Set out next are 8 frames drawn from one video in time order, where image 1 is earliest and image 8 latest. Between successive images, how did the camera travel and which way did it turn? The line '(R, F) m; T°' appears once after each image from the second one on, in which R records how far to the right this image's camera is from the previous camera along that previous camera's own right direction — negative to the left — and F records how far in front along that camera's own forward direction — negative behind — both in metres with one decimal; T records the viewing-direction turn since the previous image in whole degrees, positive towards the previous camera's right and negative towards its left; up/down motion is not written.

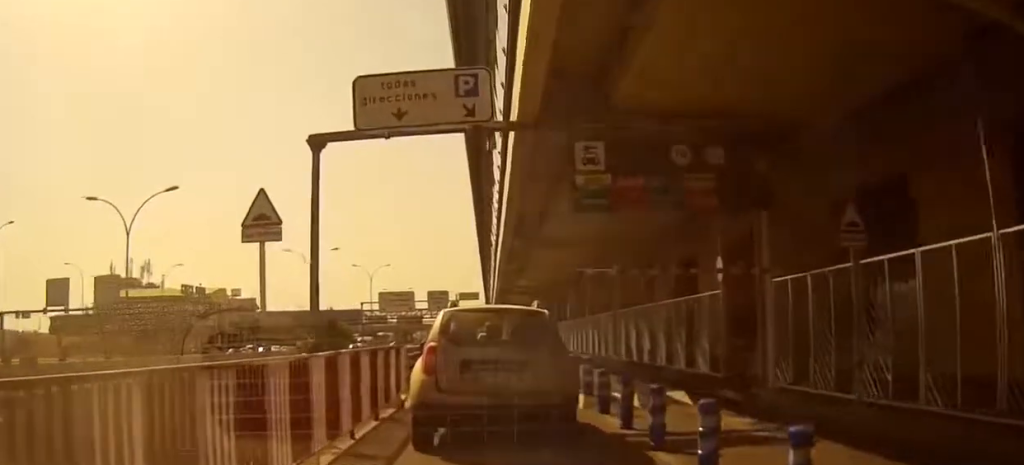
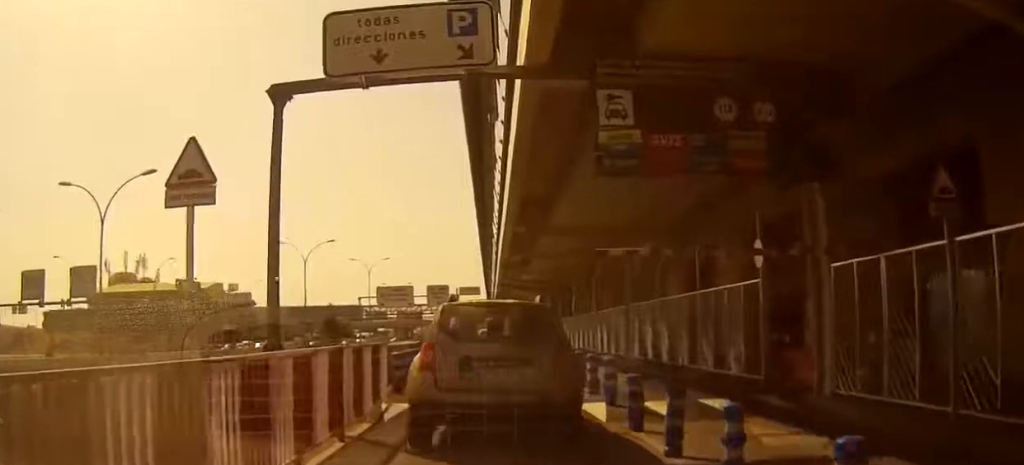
(-0.1, +2.6) m; -1°
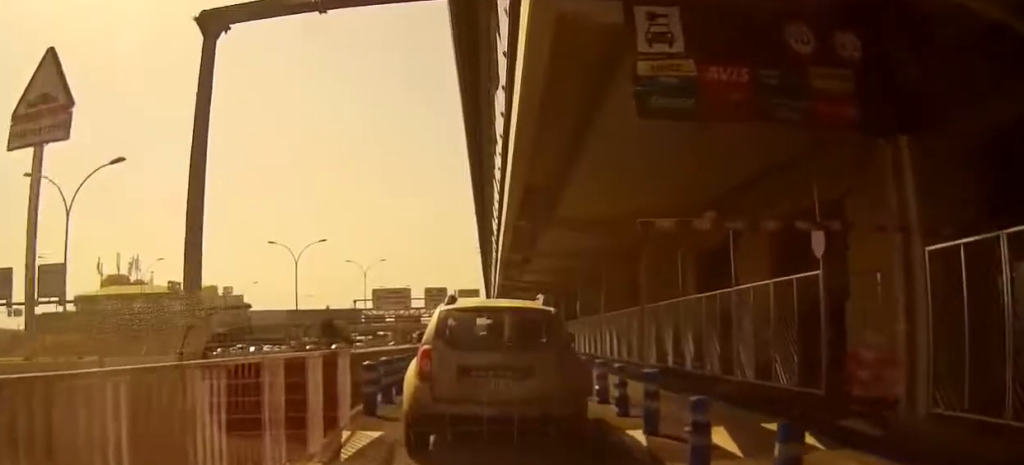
(-0.1, +3.2) m; -1°
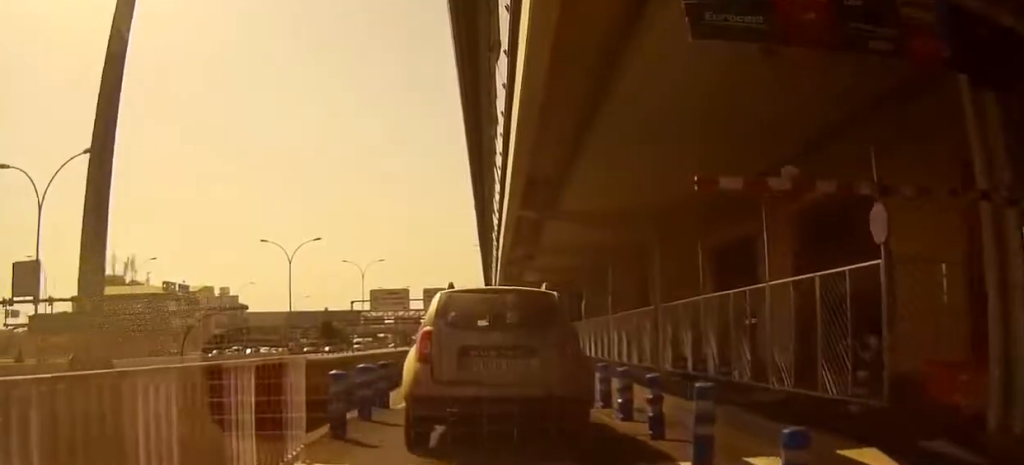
(0.0, +2.3) m; -1°
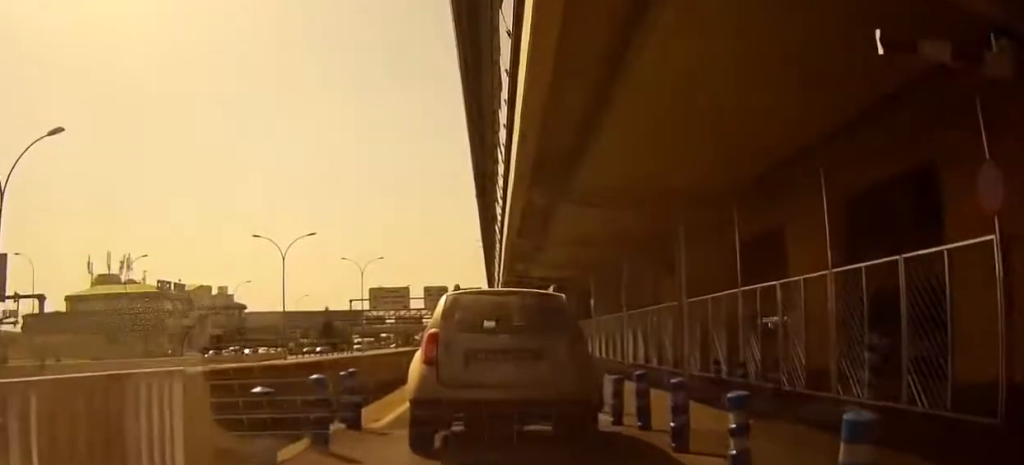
(0.0, +3.2) m; -1°
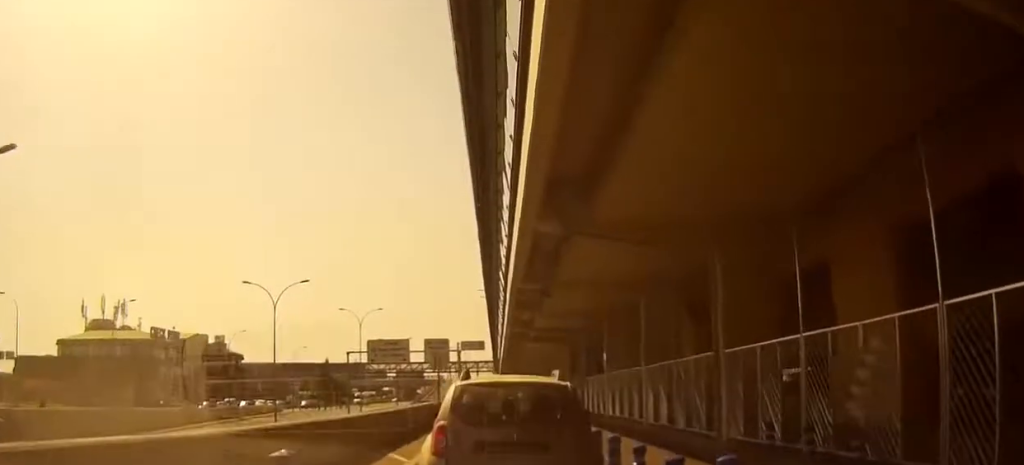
(-0.1, +3.8) m; -2°
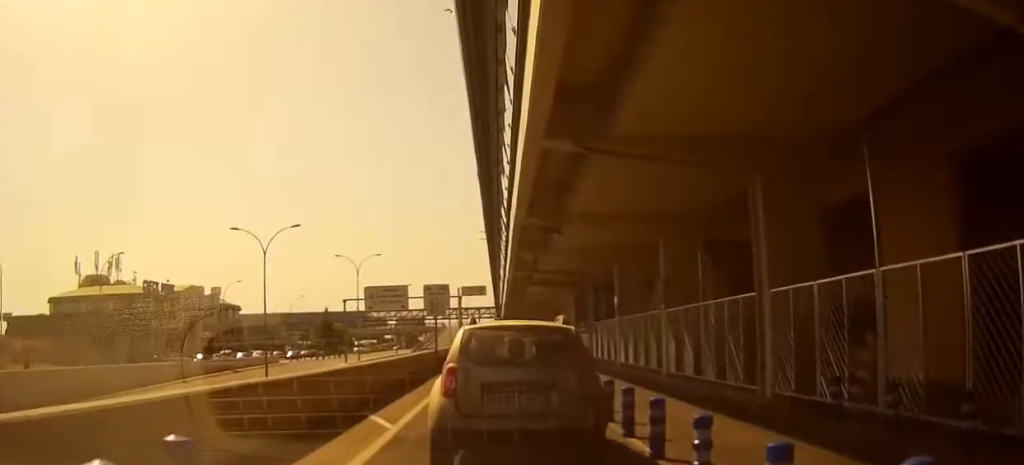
(0.0, +3.2) m; -2°
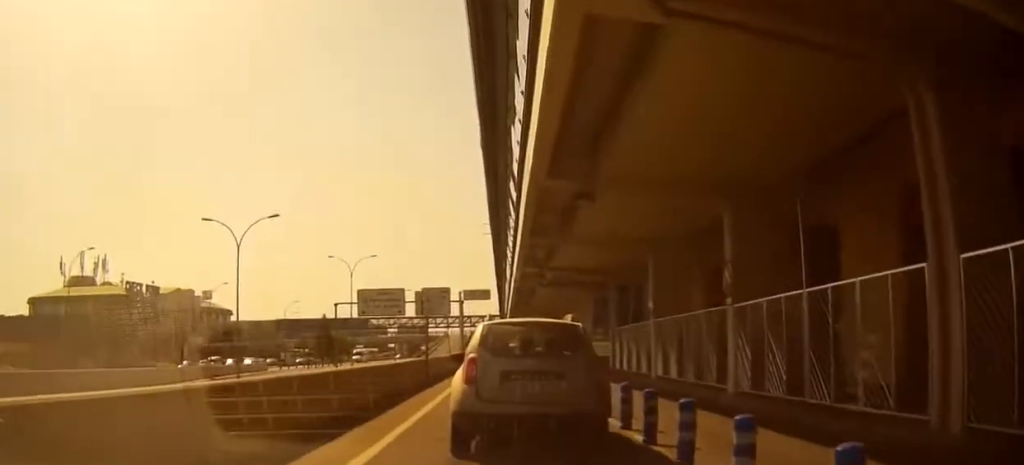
(-0.2, +6.8) m; -1°
